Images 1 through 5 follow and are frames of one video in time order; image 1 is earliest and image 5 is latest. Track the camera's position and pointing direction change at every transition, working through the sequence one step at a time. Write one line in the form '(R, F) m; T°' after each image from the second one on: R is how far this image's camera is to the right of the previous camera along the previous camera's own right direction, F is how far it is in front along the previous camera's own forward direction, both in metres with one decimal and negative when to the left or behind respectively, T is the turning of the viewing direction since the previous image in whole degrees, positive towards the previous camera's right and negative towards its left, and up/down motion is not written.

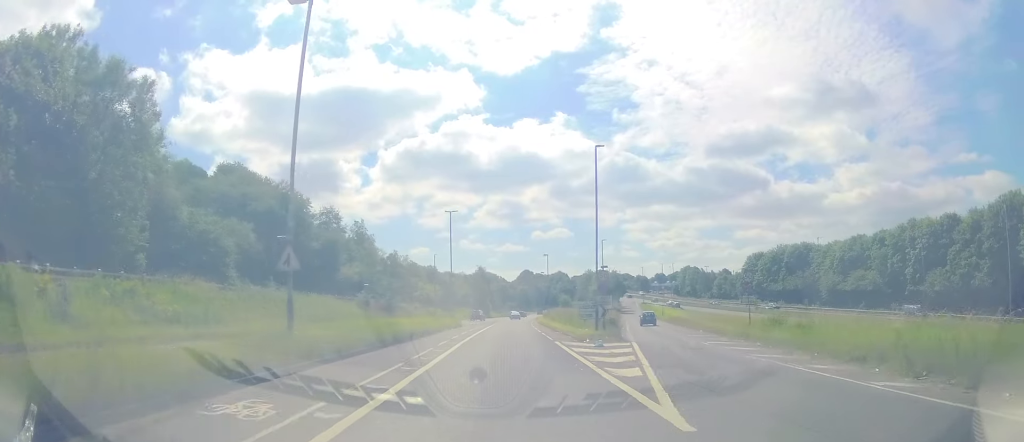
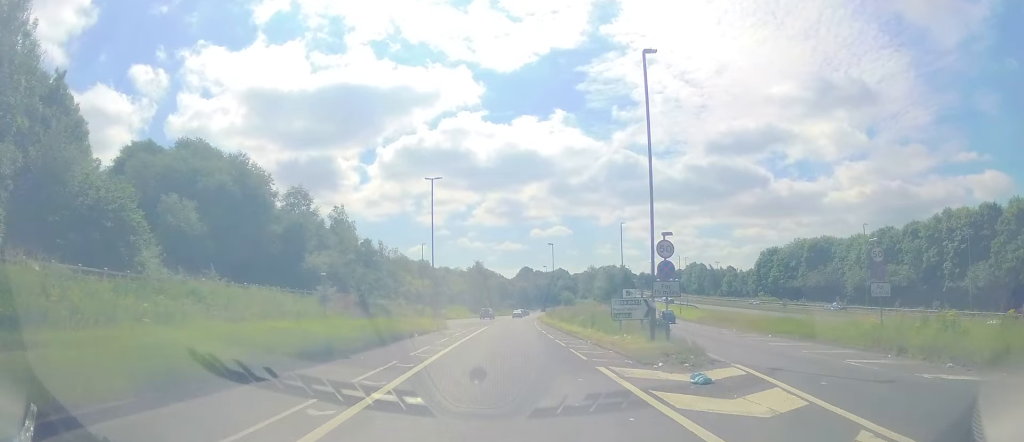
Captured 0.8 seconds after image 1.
(-0.5, +11.7) m; -1°
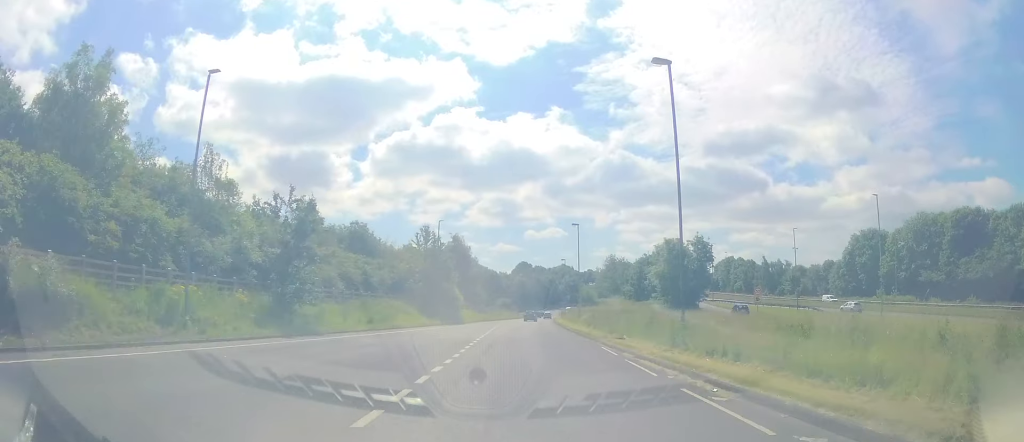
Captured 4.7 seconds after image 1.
(+1.4, +56.7) m; 0°
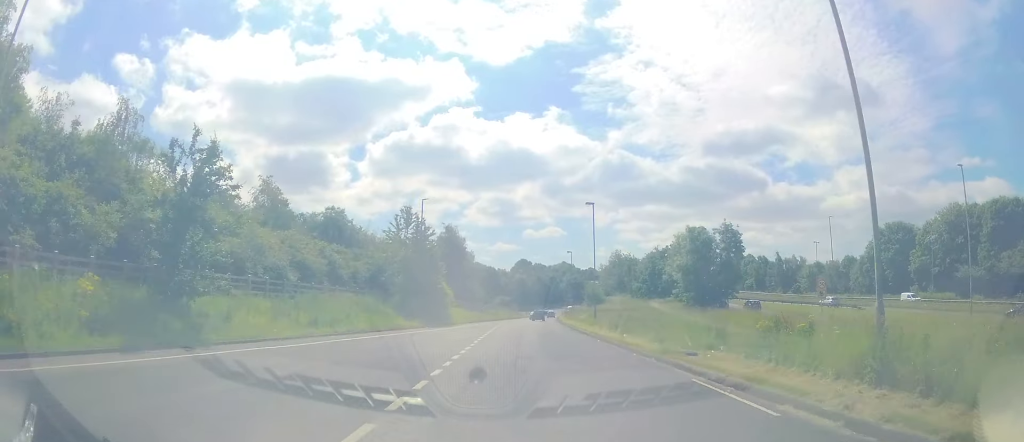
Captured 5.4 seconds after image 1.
(-0.1, +10.8) m; 0°
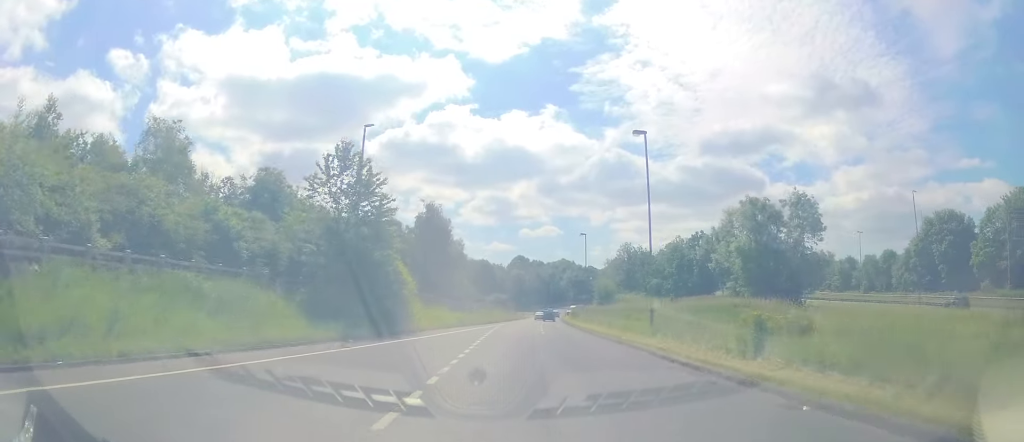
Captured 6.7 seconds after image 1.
(+0.3, +19.2) m; +2°
